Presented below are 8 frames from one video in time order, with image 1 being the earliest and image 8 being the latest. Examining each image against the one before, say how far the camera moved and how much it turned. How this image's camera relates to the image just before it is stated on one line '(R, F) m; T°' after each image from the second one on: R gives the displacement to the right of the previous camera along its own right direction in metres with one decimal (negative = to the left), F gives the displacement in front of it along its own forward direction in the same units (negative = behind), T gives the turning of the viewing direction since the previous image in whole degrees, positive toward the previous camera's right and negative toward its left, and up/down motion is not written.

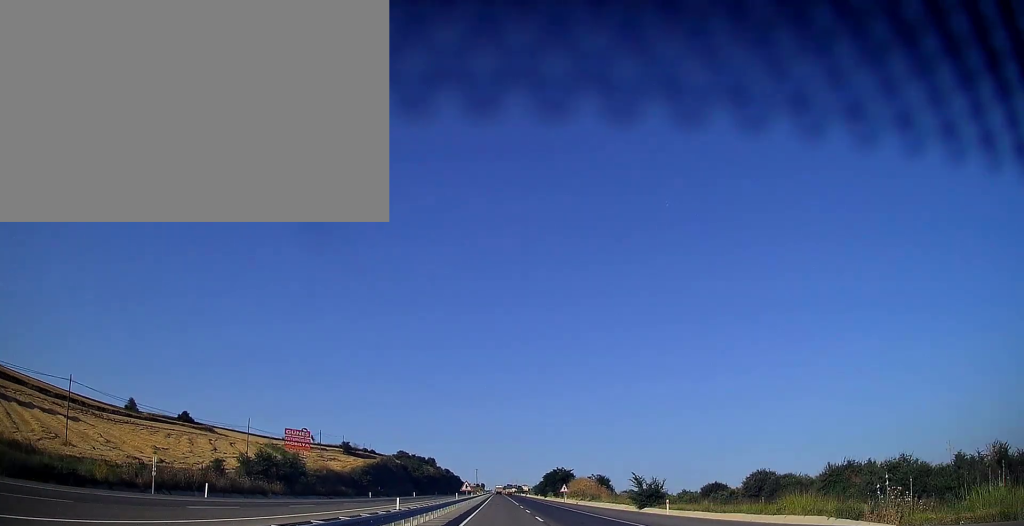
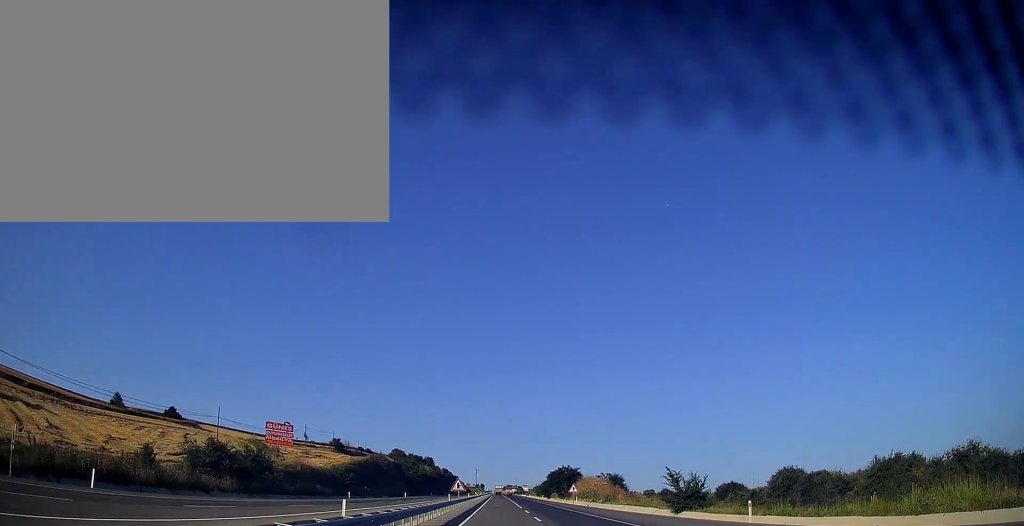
(0.0, +11.8) m; 0°
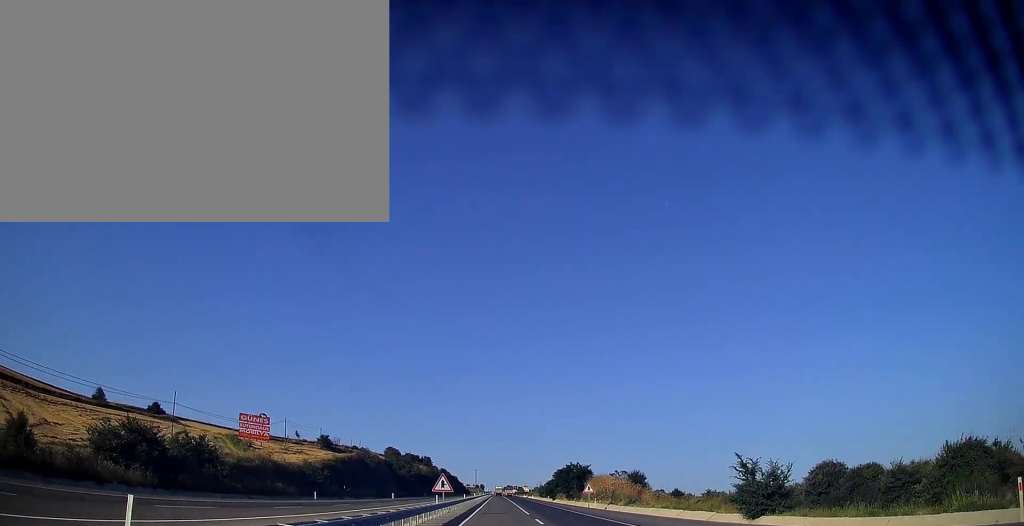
(0.0, +14.7) m; 0°
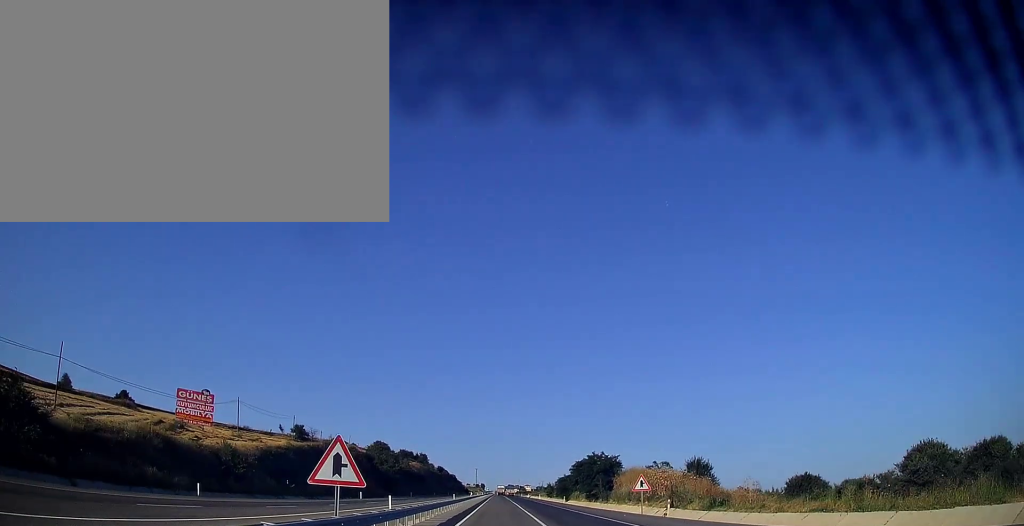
(0.0, +24.5) m; 0°
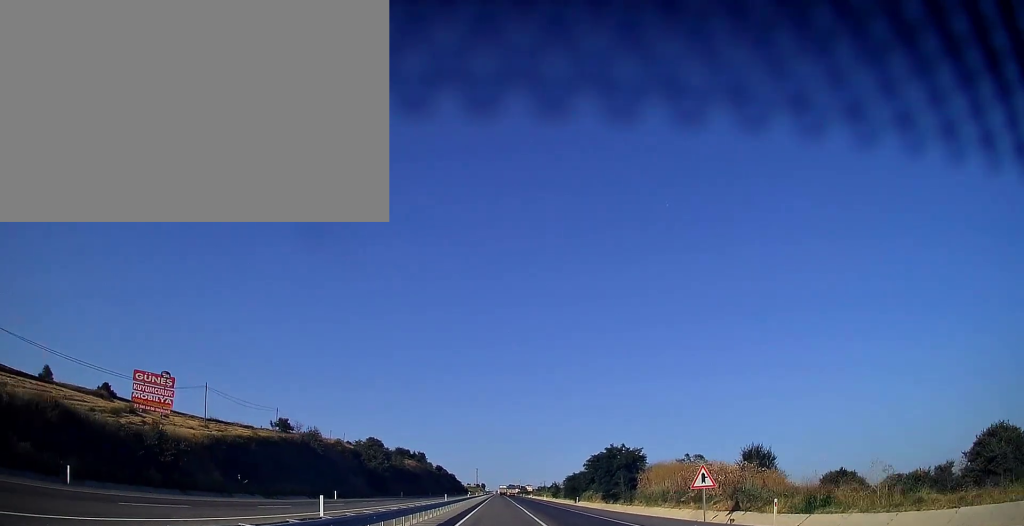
(0.0, +12.7) m; 0°
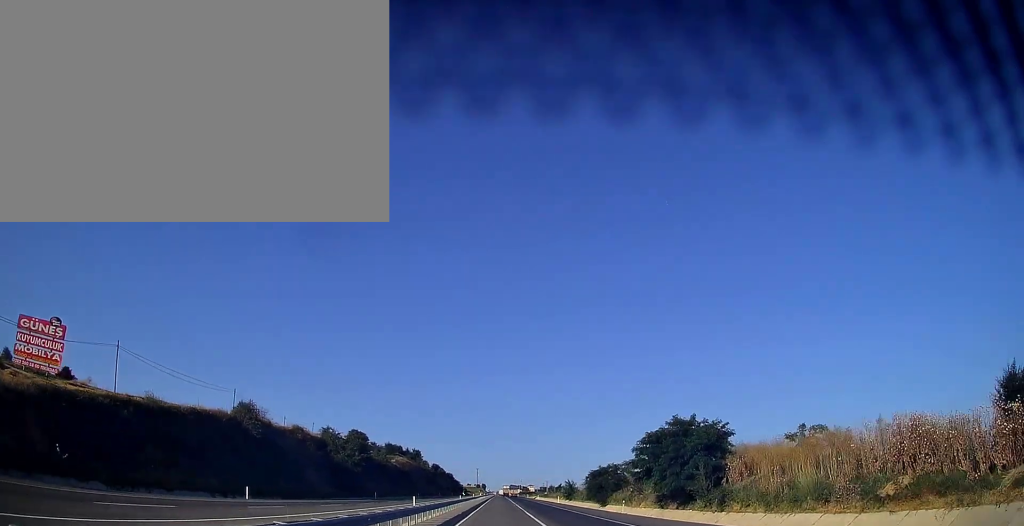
(0.0, +24.5) m; 0°
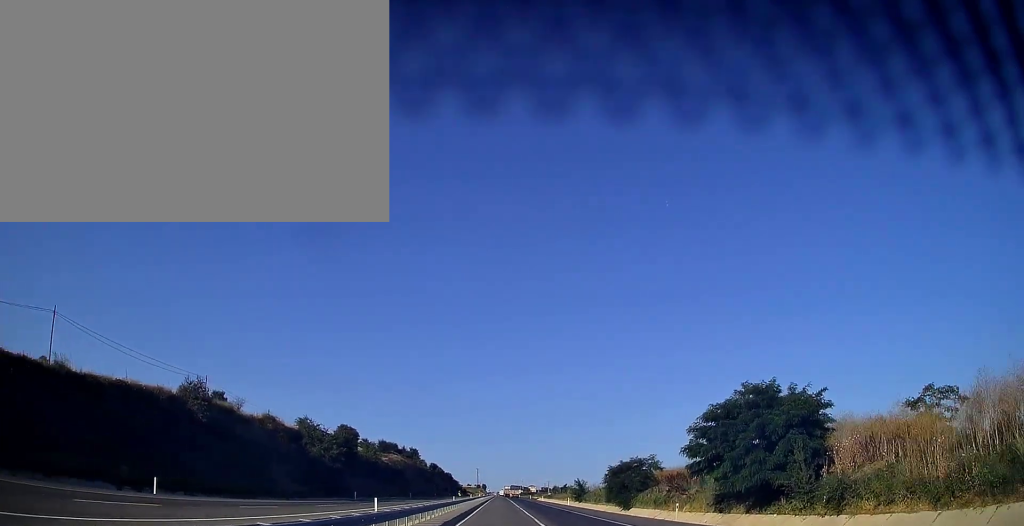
(0.0, +12.7) m; 0°
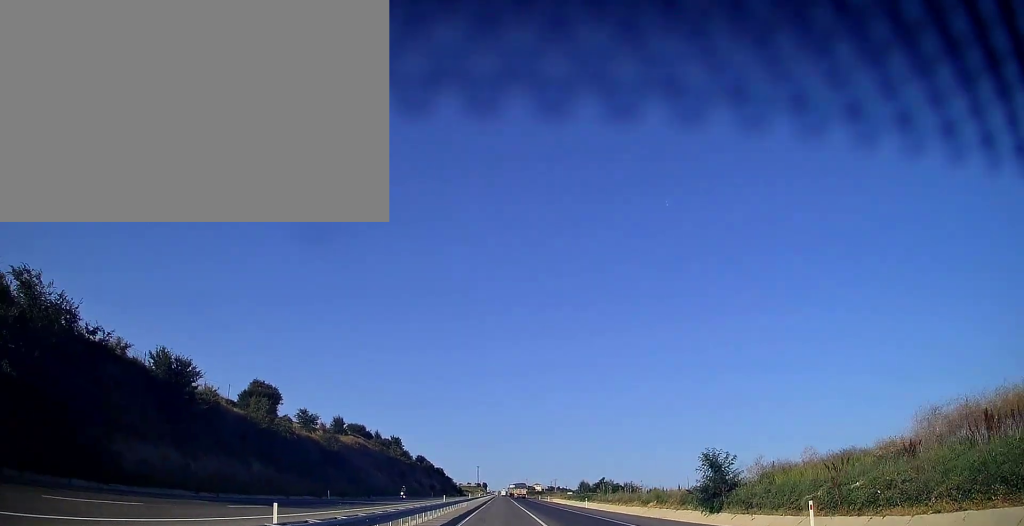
(0.0, +59.8) m; 0°
